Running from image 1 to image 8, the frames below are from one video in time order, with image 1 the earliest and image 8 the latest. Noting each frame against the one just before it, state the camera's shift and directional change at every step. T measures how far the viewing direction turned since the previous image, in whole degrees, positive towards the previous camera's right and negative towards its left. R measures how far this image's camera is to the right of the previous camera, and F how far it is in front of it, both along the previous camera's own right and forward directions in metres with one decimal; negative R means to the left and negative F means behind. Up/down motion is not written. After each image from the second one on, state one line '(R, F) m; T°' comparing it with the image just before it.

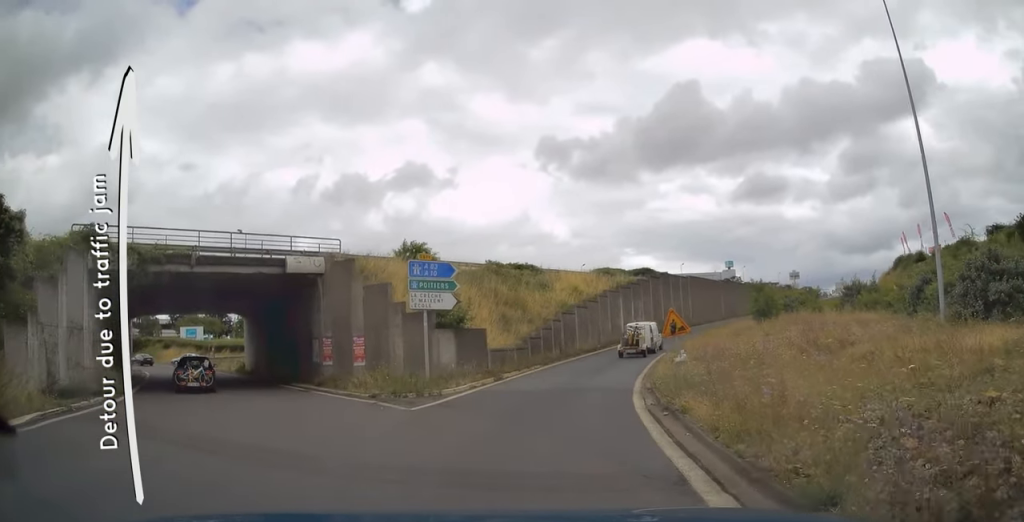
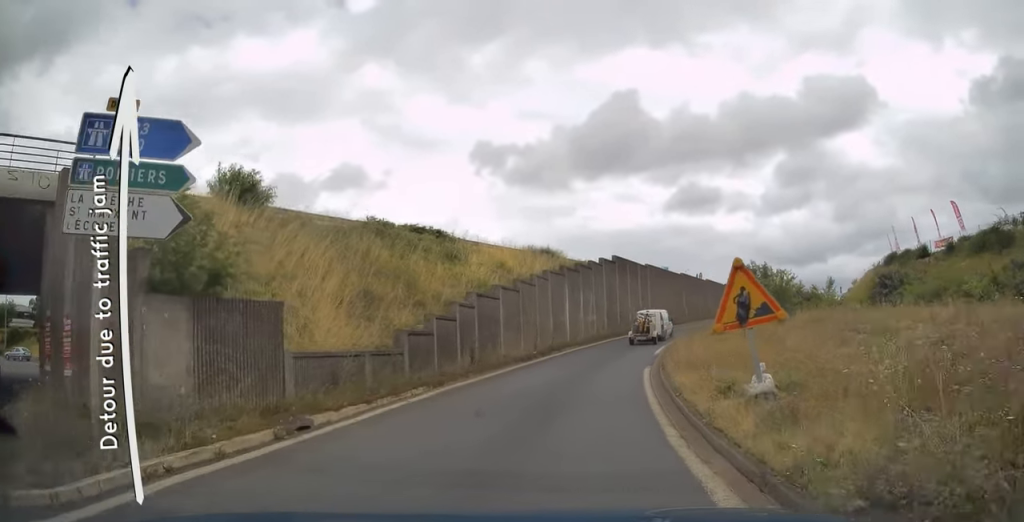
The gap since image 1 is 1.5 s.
(+0.5, +14.3) m; +6°
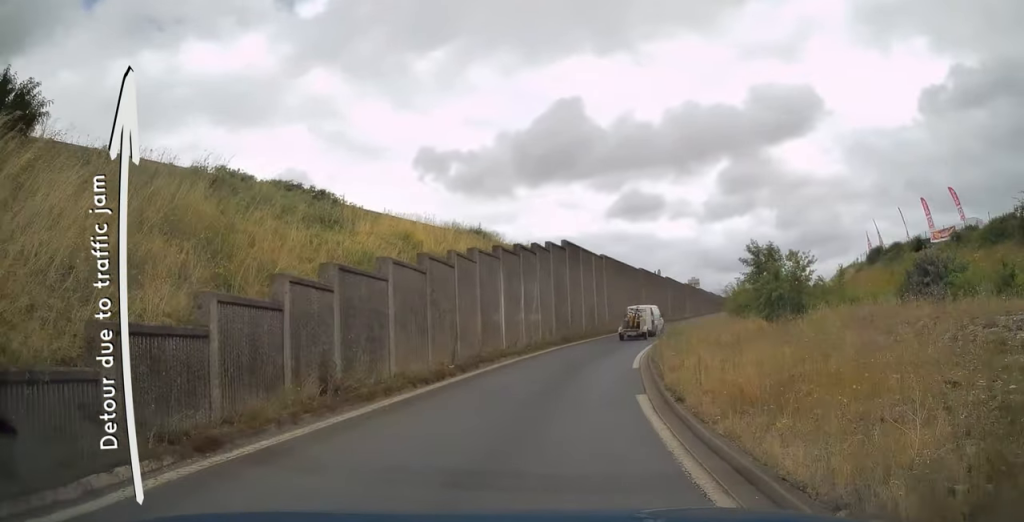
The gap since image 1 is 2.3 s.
(+0.3, +8.8) m; +5°
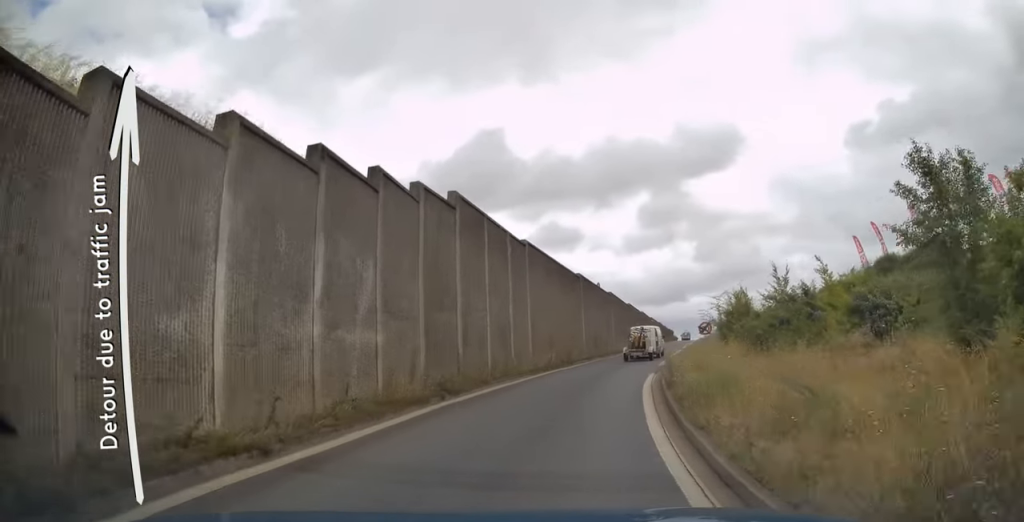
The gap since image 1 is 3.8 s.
(+1.4, +16.4) m; +8°
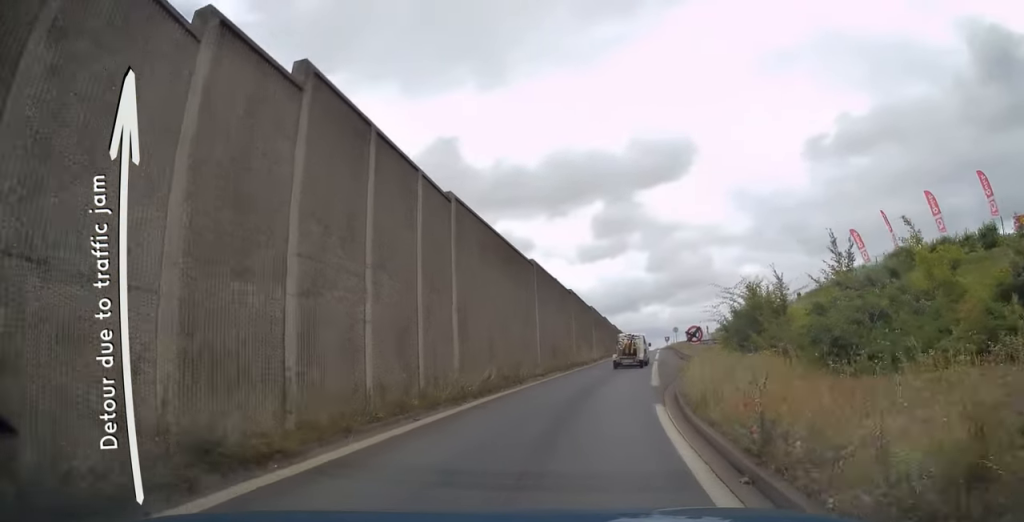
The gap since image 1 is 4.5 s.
(+0.2, +8.7) m; +4°
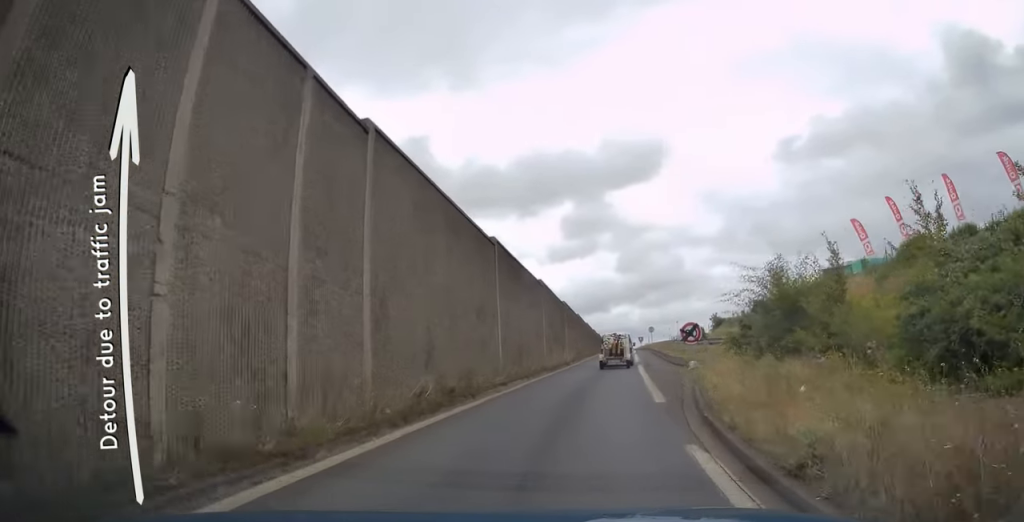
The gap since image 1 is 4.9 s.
(-0.2, +5.3) m; +2°
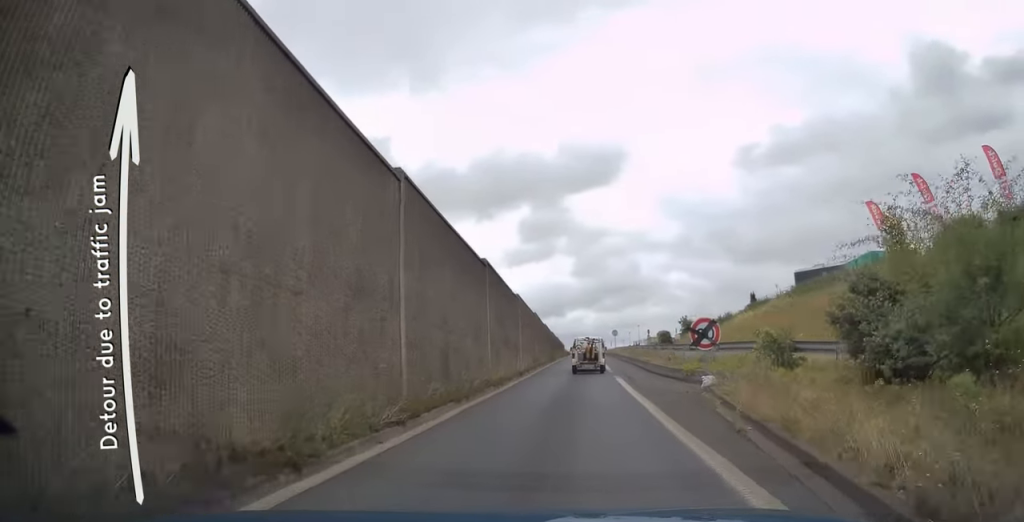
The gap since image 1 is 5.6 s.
(+0.5, +8.3) m; +4°
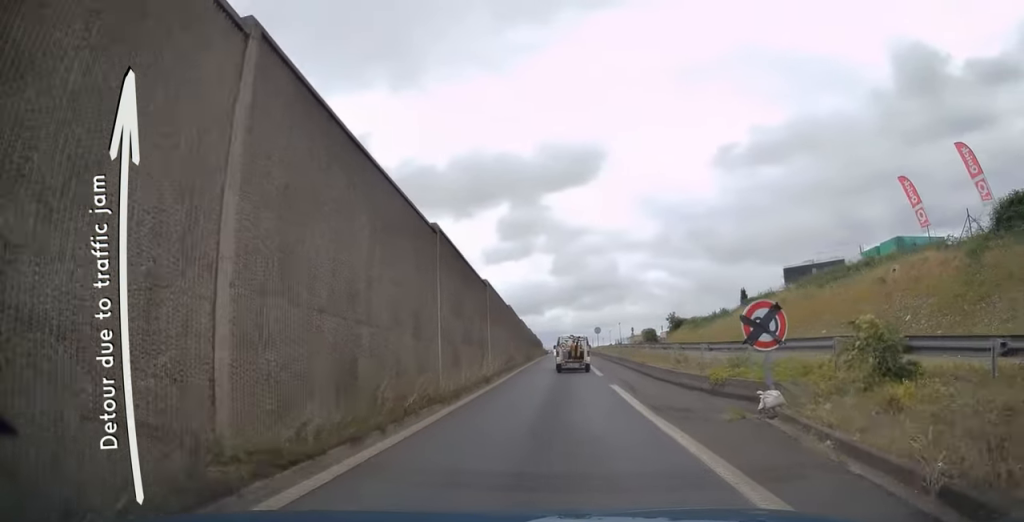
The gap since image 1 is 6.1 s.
(+0.1, +6.0) m; +3°
